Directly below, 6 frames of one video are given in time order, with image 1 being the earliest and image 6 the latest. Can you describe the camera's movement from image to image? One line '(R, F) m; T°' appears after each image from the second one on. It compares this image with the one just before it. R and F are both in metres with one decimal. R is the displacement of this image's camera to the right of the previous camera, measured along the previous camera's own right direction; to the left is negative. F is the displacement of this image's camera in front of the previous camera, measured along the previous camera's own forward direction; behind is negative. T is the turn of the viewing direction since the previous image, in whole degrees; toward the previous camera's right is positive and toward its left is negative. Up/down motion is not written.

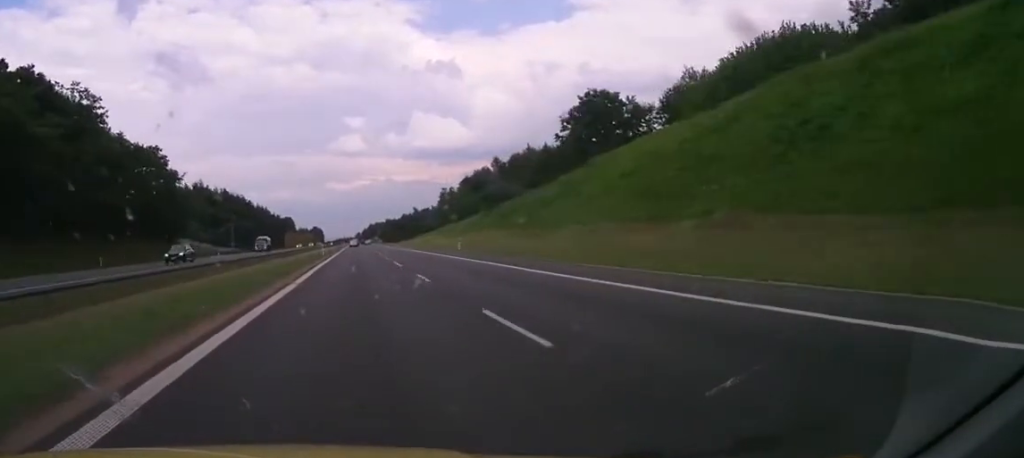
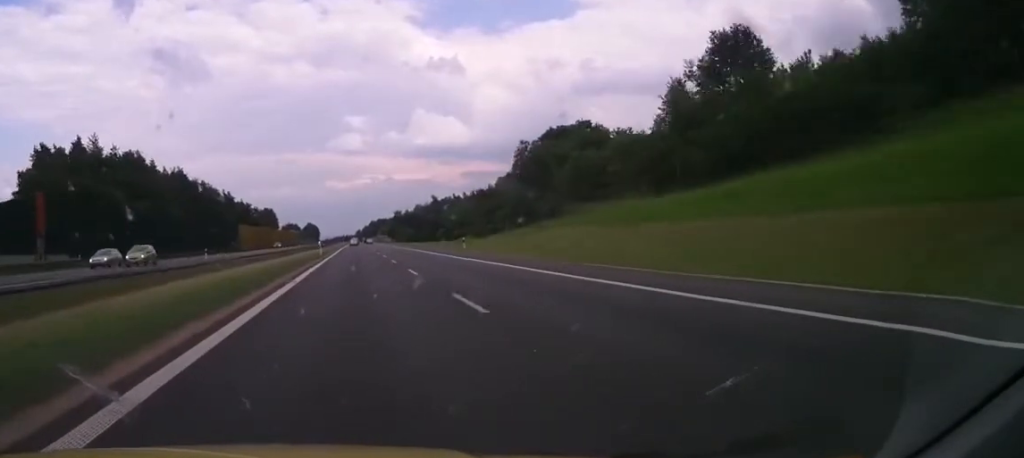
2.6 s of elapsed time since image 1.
(-1.0, +102.9) m; -1°
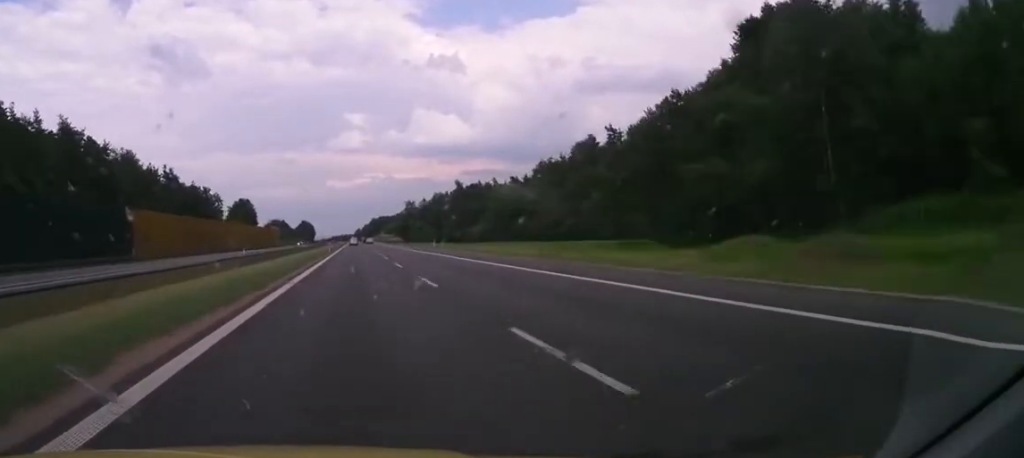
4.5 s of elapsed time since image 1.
(+0.1, +77.0) m; +1°
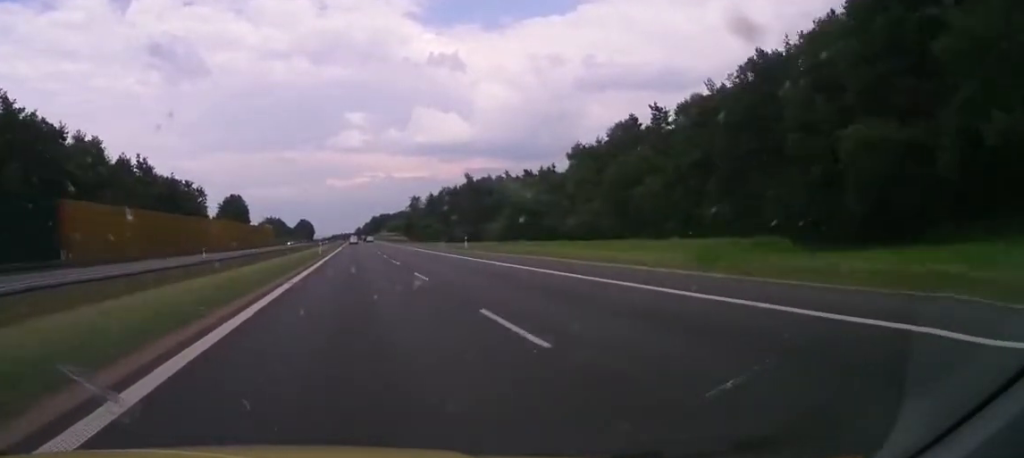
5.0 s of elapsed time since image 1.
(+0.2, +21.9) m; 0°
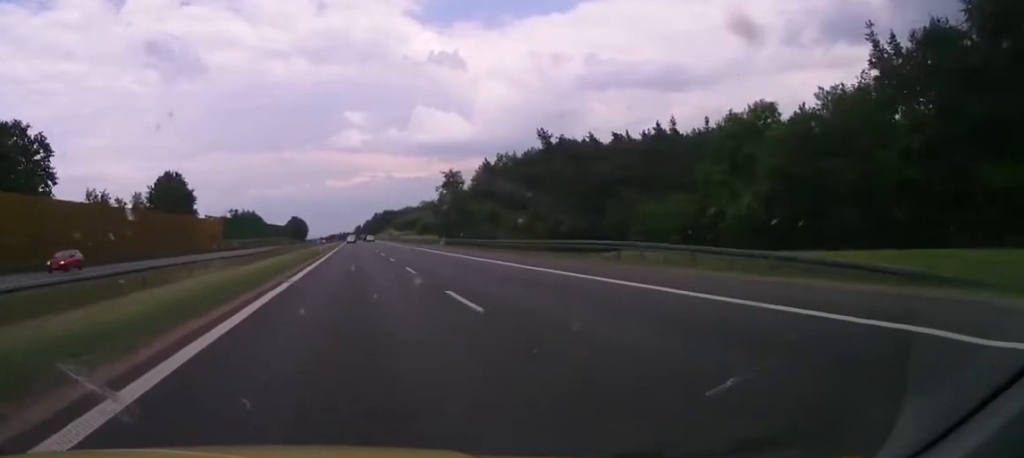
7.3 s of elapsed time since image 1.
(+0.4, +92.9) m; 0°
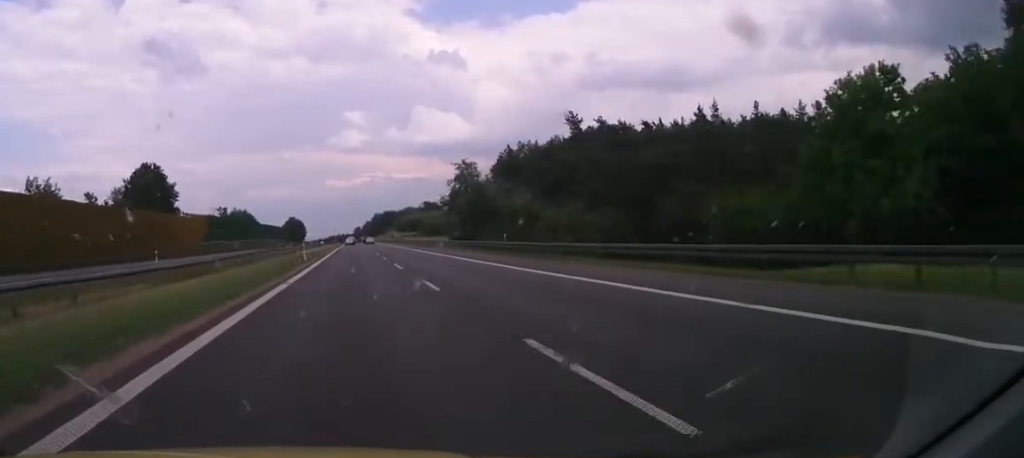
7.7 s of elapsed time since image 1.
(-0.1, +19.0) m; 0°
